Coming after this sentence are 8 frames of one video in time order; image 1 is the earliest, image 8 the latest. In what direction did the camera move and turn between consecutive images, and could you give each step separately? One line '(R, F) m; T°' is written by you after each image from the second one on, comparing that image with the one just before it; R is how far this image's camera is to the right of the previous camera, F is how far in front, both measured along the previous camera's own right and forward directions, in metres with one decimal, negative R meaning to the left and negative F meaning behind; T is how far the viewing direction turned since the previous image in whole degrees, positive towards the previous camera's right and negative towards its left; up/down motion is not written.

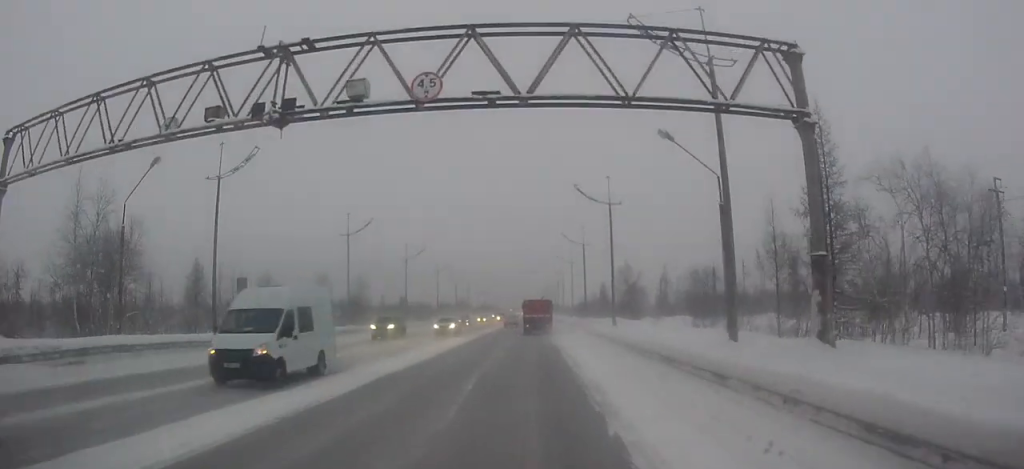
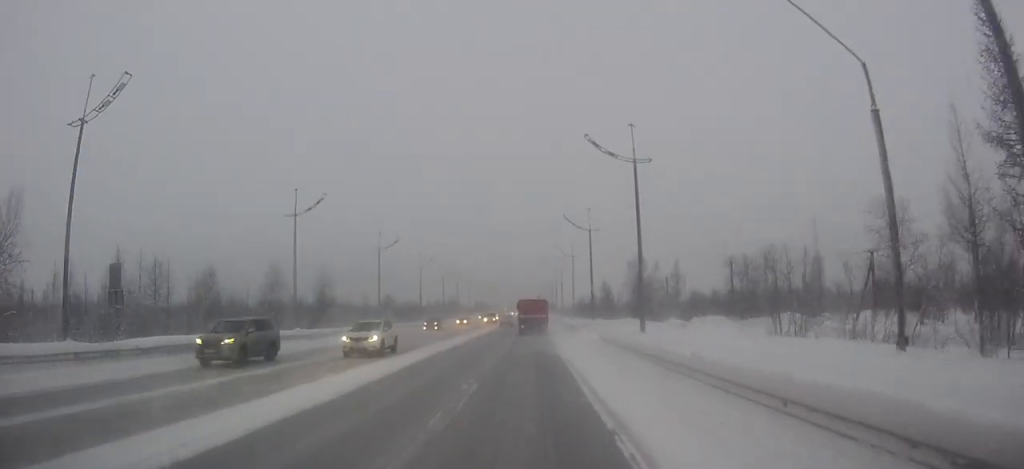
(+0.1, +12.3) m; 0°
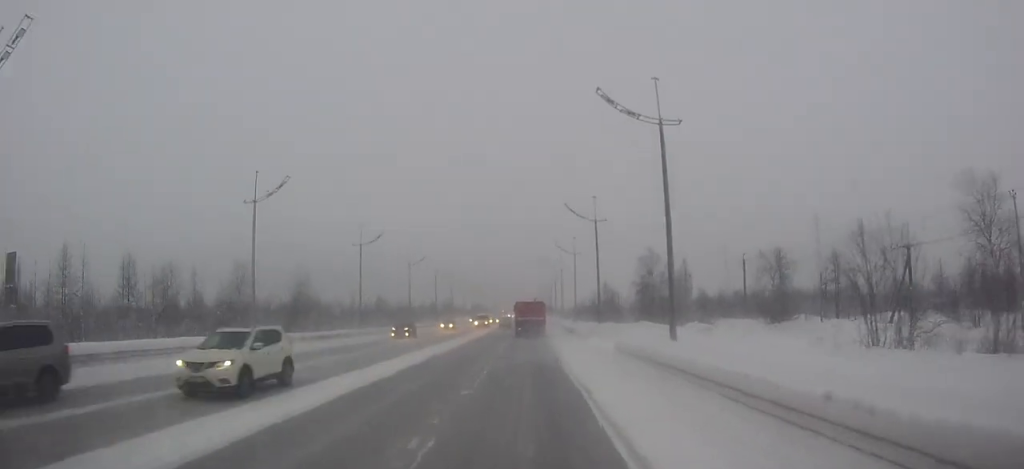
(0.0, +6.8) m; 0°
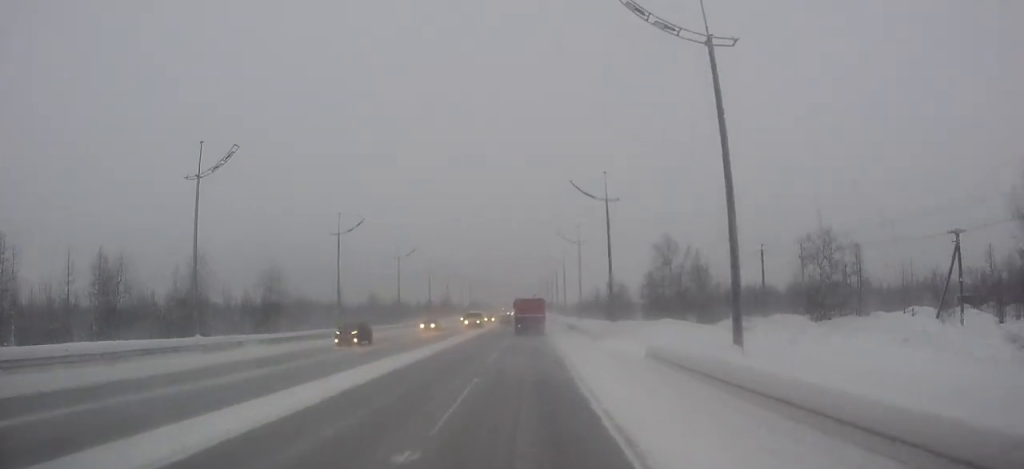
(0.0, +7.3) m; 0°
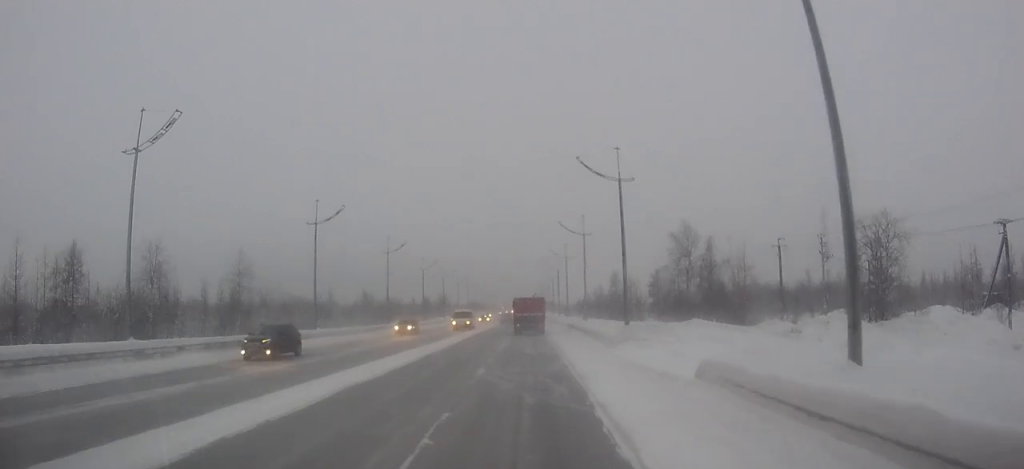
(0.0, +6.0) m; 0°
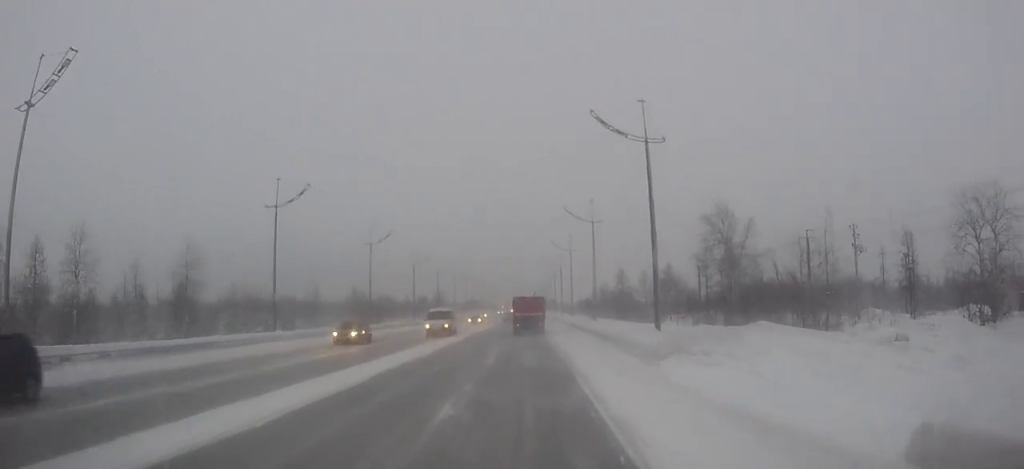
(0.0, +8.2) m; 0°
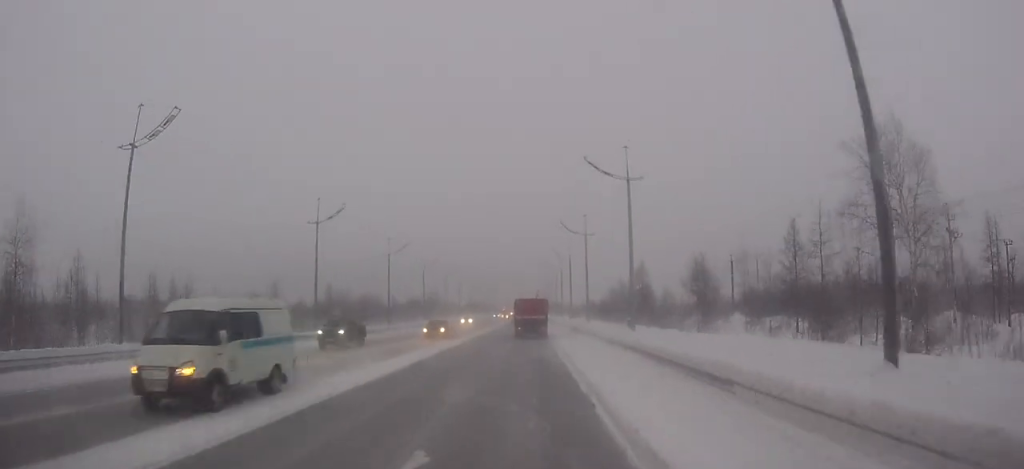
(0.0, +17.7) m; 0°
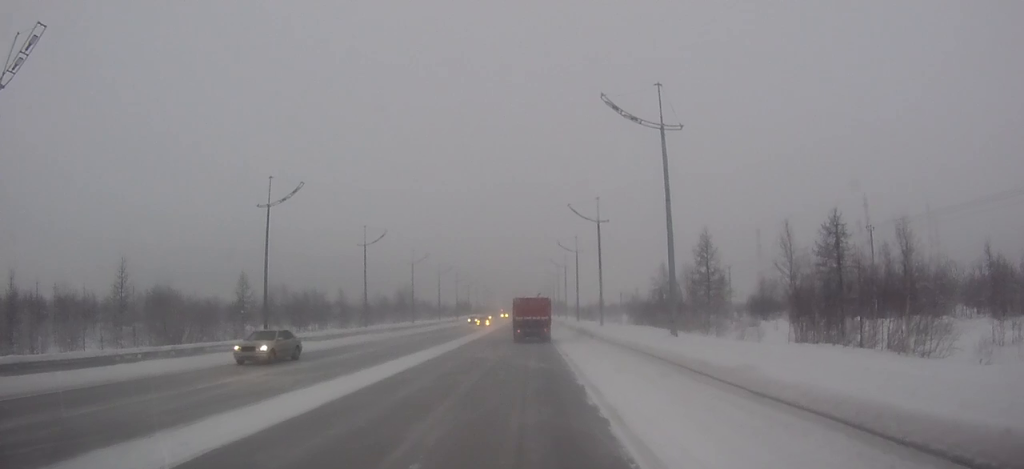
(-0.1, +35.0) m; 0°
